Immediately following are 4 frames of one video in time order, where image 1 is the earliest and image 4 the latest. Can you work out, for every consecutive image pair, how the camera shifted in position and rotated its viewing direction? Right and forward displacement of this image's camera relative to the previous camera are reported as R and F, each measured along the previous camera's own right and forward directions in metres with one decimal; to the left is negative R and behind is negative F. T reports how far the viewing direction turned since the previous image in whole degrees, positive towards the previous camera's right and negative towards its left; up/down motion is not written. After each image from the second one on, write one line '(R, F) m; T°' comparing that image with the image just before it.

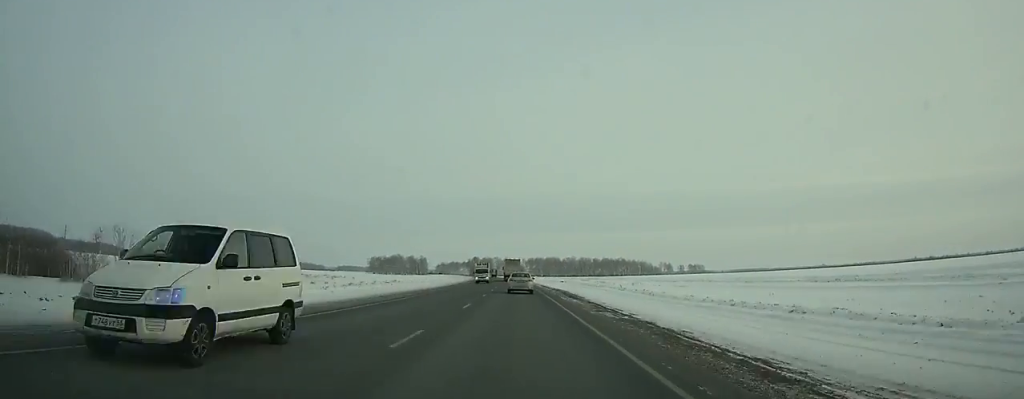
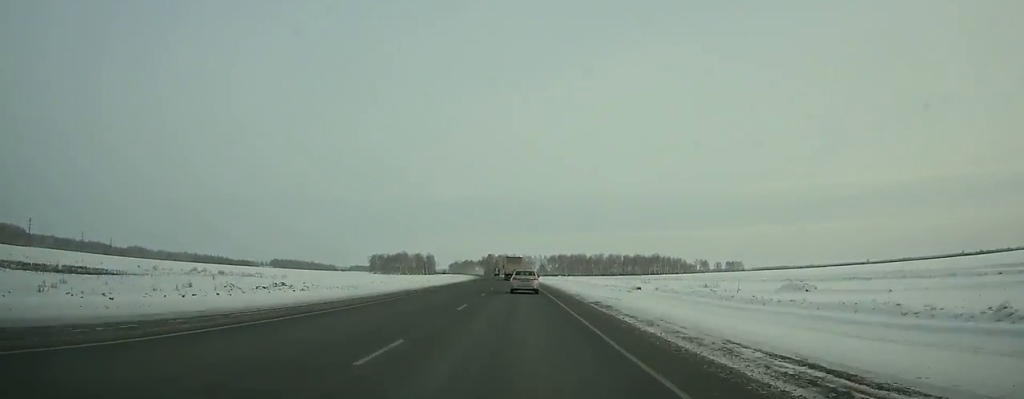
(-1.0, +74.6) m; -2°
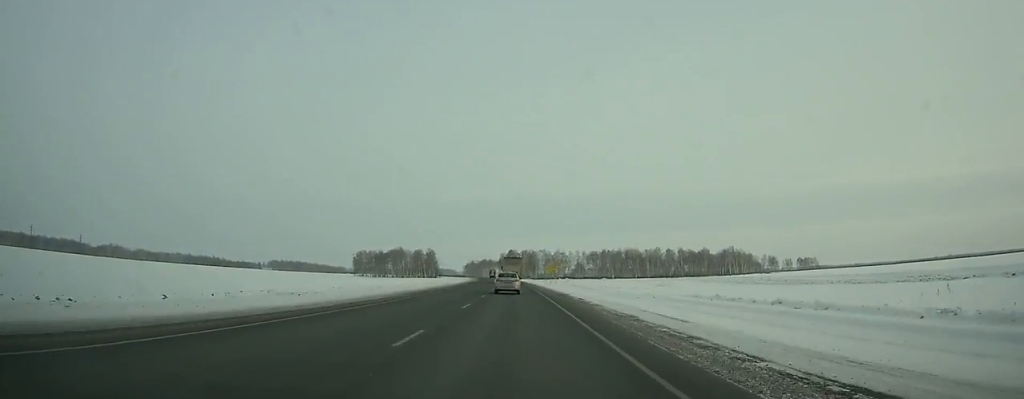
(-2.8, +131.9) m; -2°
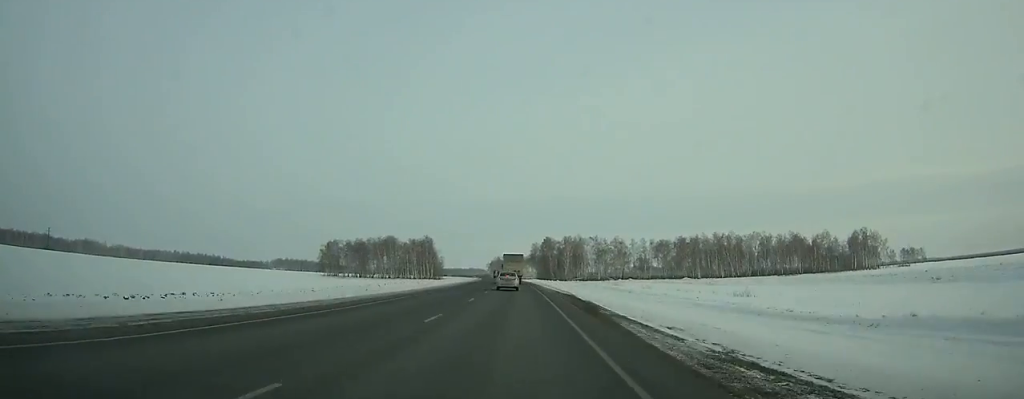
(-3.5, +124.6) m; -3°
